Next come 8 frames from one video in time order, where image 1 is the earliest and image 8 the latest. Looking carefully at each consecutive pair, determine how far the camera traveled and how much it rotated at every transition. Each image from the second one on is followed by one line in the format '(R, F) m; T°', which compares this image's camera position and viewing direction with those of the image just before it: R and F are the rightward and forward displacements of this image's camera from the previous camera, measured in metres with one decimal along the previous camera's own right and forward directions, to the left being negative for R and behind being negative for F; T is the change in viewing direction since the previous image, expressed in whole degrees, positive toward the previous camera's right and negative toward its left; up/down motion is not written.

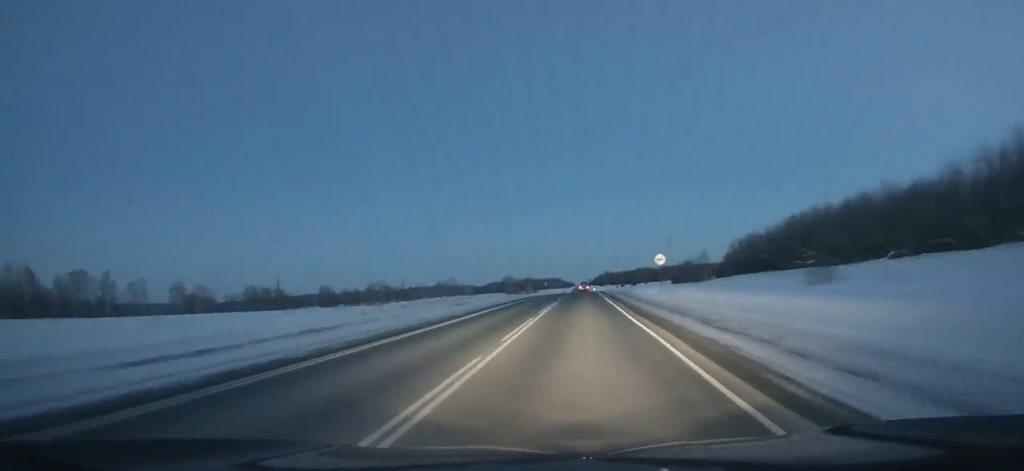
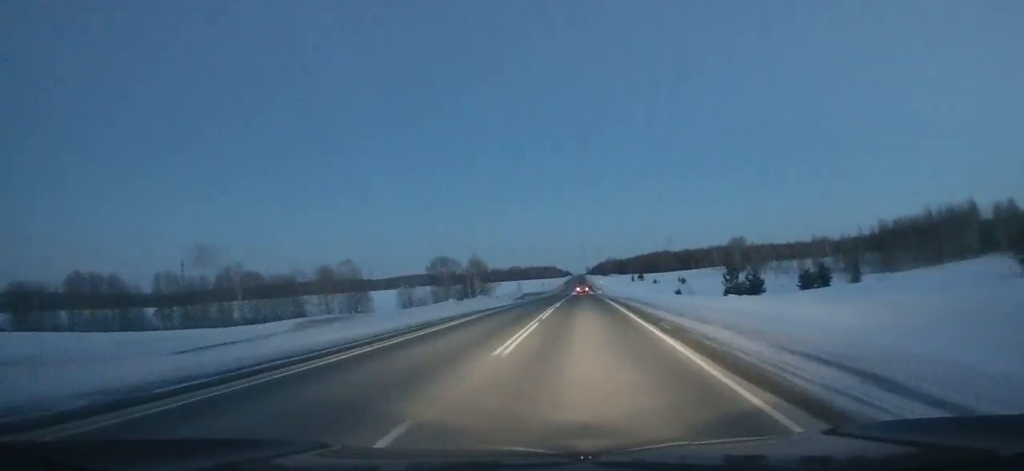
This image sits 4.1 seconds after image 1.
(-0.1, +128.2) m; 0°
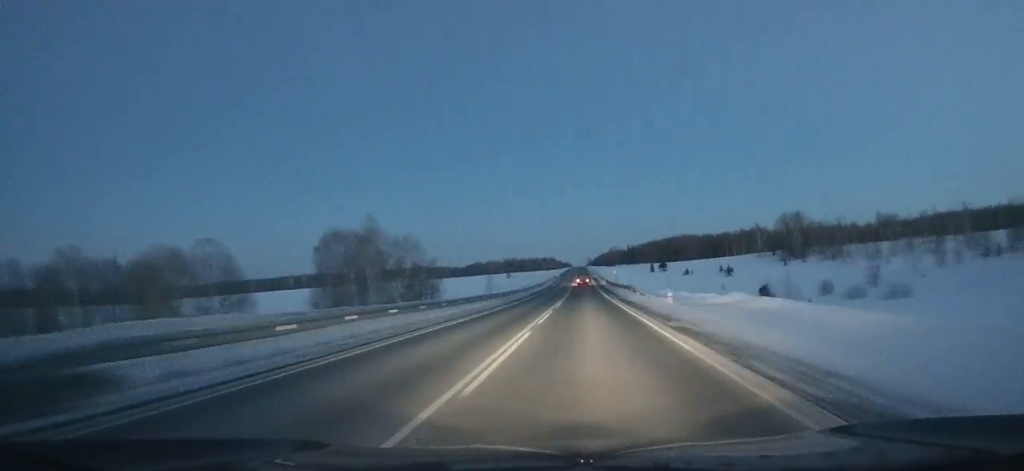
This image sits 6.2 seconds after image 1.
(+0.1, +65.1) m; 0°
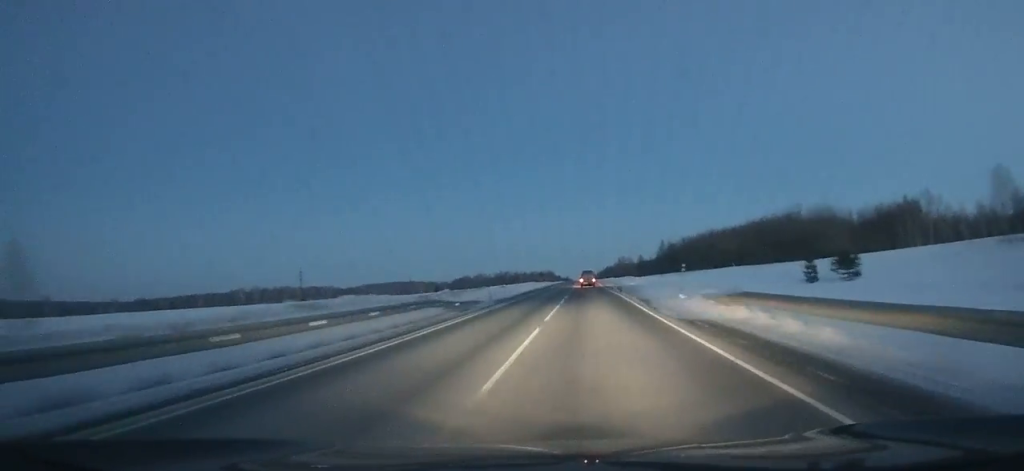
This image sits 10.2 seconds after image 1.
(-0.1, +123.0) m; 0°
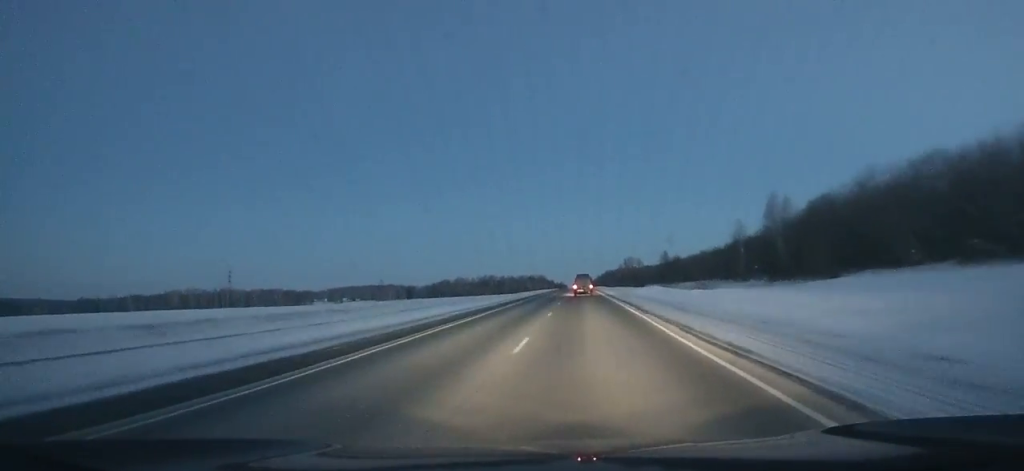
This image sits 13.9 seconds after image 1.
(+0.3, +110.7) m; 0°
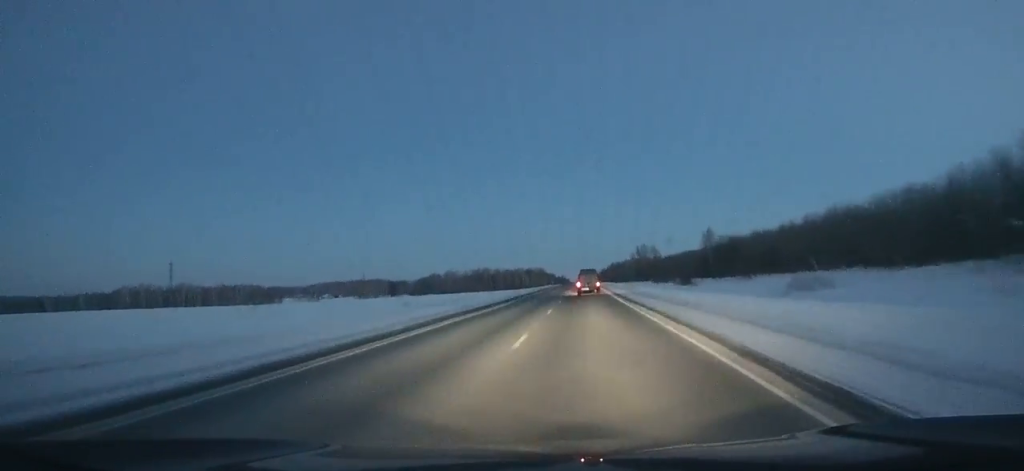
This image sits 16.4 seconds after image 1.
(0.0, +73.6) m; 0°
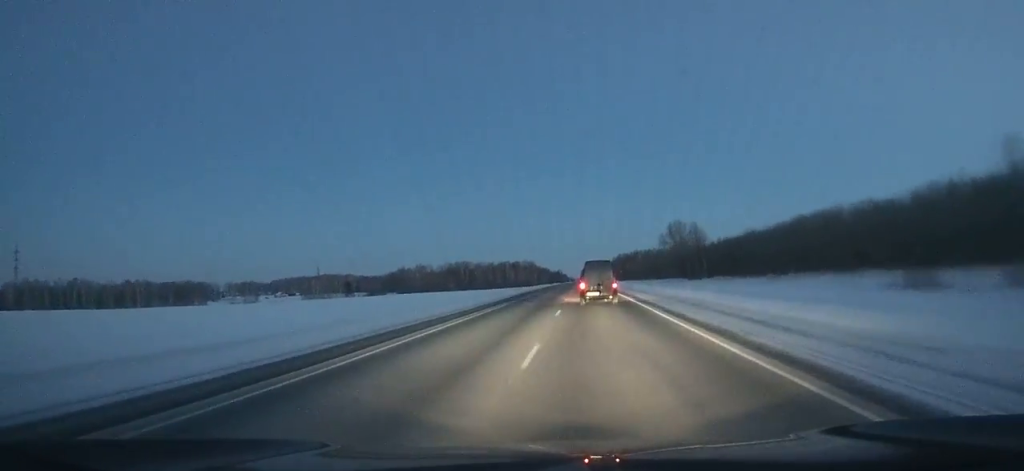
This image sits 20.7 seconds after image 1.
(-0.7, +126.8) m; -1°
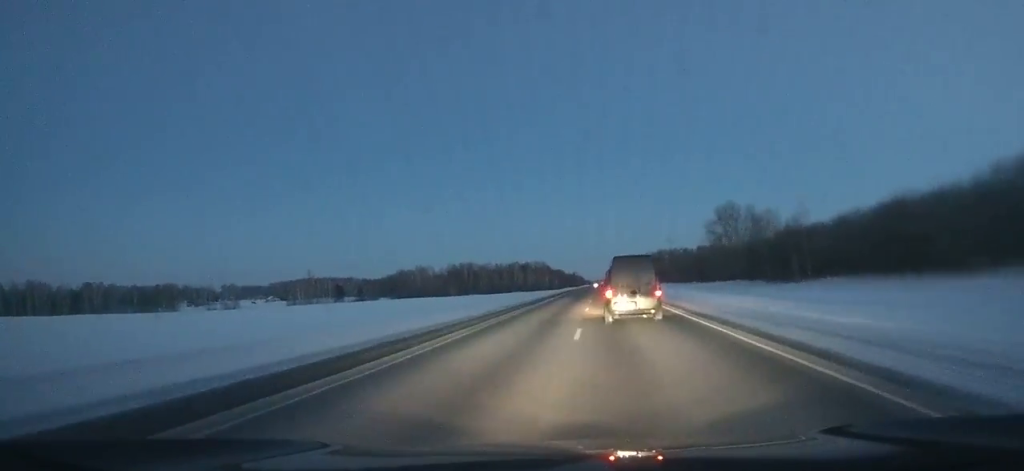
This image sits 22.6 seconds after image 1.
(0.0, +56.7) m; 0°
